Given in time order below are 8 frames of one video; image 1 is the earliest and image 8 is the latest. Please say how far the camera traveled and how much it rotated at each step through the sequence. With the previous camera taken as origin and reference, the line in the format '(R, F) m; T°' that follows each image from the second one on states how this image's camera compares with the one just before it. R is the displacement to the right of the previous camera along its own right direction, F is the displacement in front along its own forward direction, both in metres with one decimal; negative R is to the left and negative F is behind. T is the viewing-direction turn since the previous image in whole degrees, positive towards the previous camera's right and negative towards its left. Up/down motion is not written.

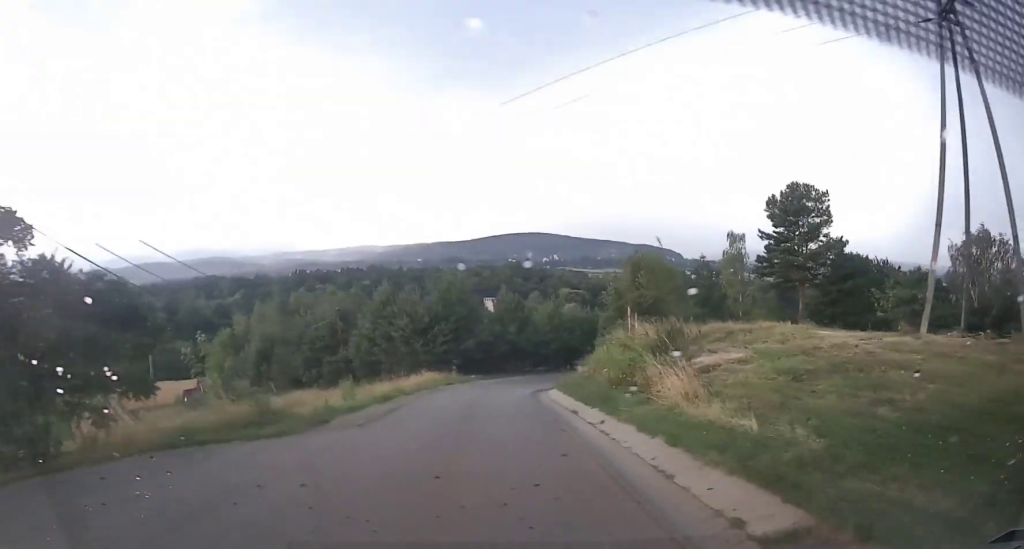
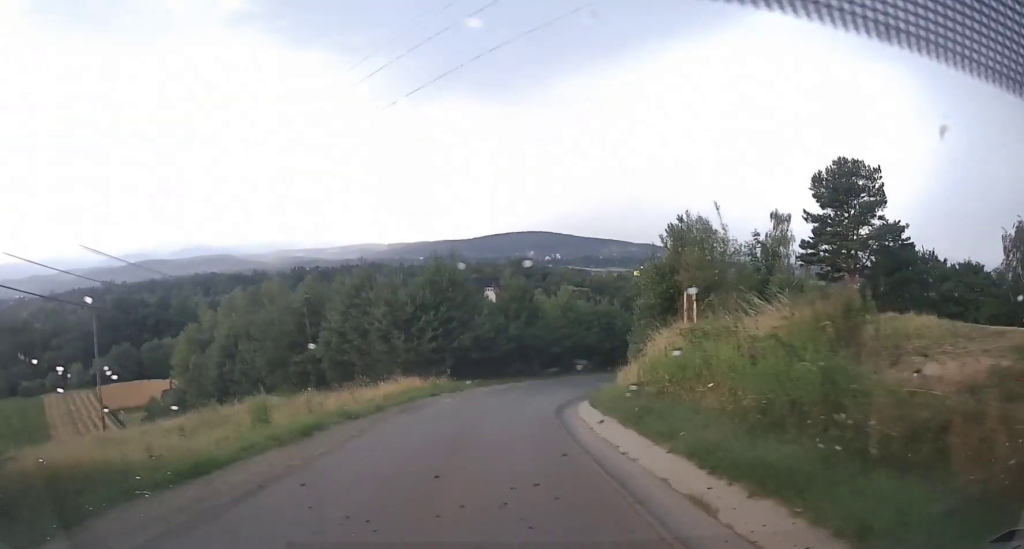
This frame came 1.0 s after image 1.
(+0.2, +9.0) m; 0°
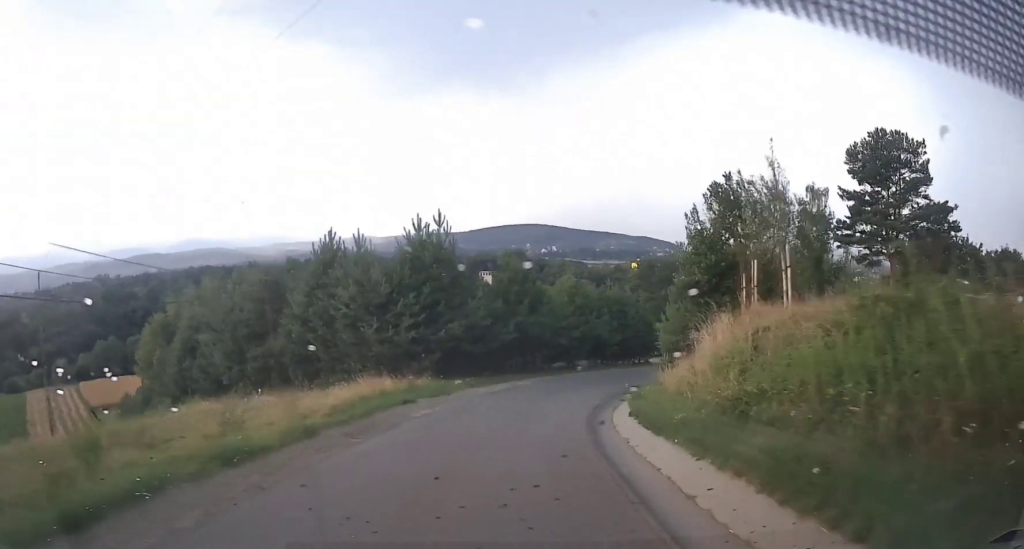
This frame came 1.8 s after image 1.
(-0.1, +6.8) m; +1°
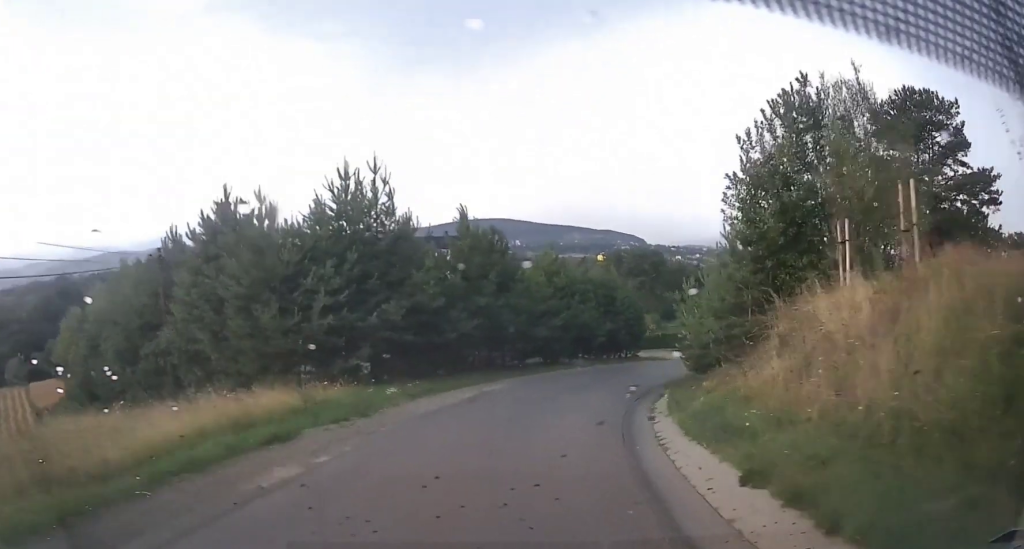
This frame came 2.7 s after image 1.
(+0.2, +8.6) m; +5°
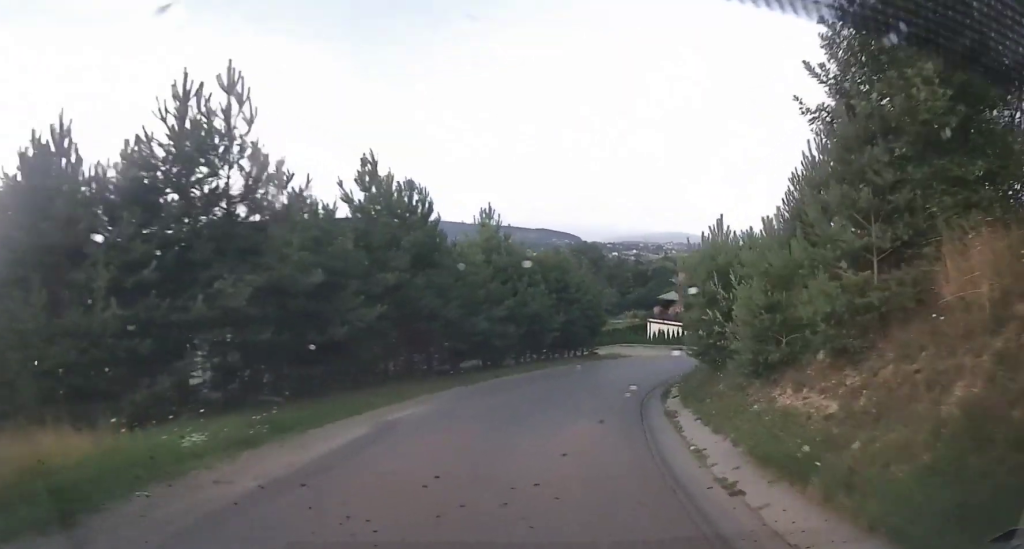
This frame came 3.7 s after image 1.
(+0.5, +7.6) m; +6°
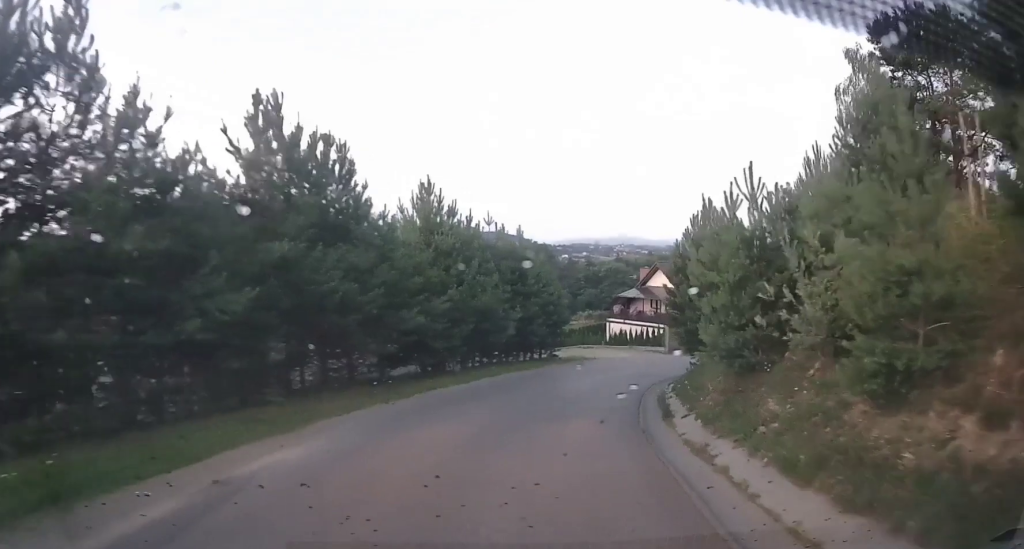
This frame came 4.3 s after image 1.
(+0.2, +4.7) m; +4°
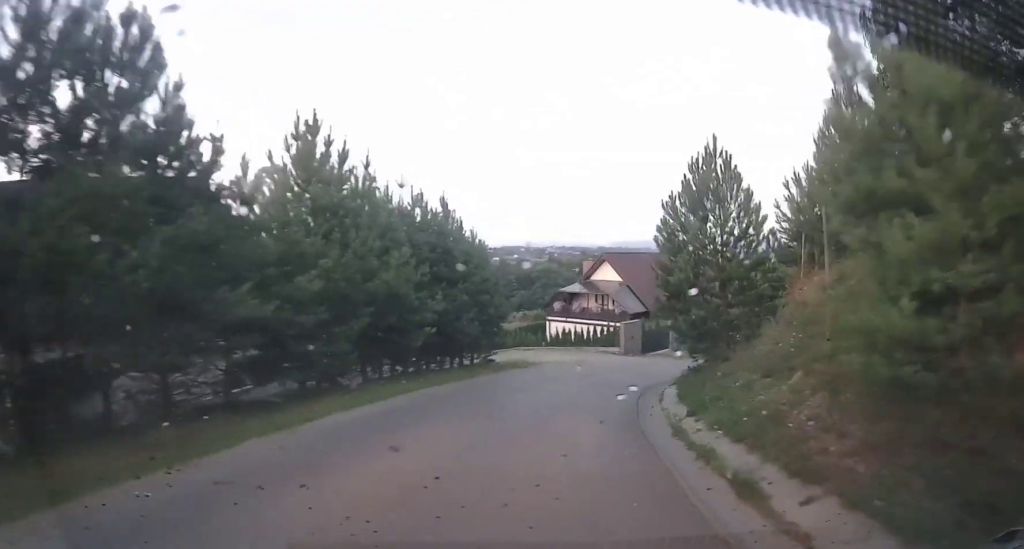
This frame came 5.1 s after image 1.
(0.0, +6.7) m; +6°
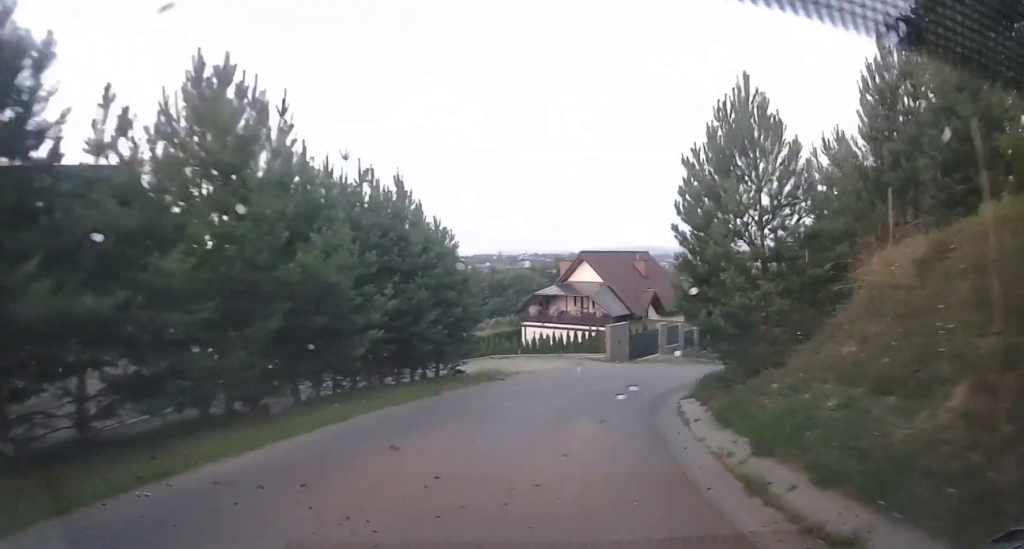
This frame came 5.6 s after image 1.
(+0.4, +3.8) m; +3°
